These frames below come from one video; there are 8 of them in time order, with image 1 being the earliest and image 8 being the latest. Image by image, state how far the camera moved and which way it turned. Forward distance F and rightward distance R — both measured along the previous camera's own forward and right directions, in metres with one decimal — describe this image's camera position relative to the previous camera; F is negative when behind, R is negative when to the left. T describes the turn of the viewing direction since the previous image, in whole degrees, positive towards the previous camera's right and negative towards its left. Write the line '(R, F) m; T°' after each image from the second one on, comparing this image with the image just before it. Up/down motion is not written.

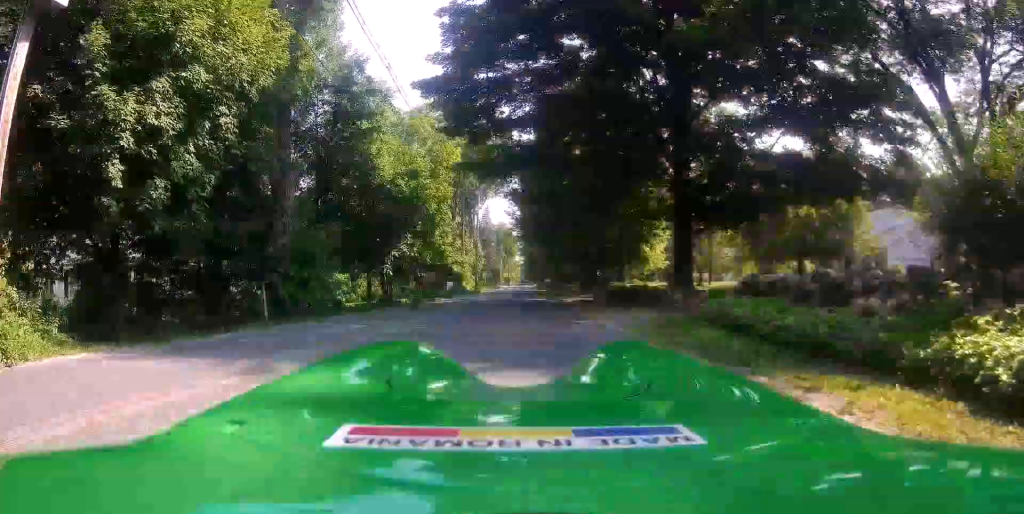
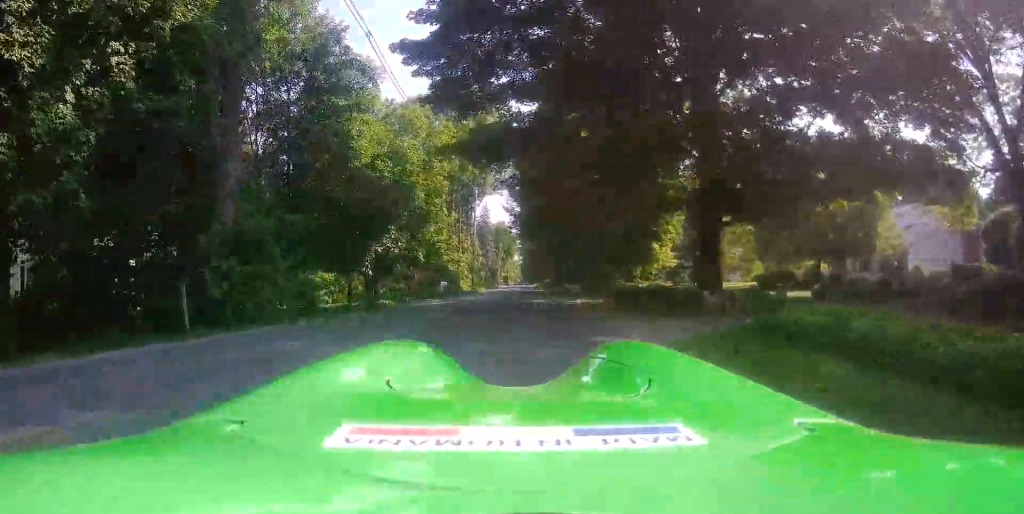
(-0.1, +4.0) m; +1°
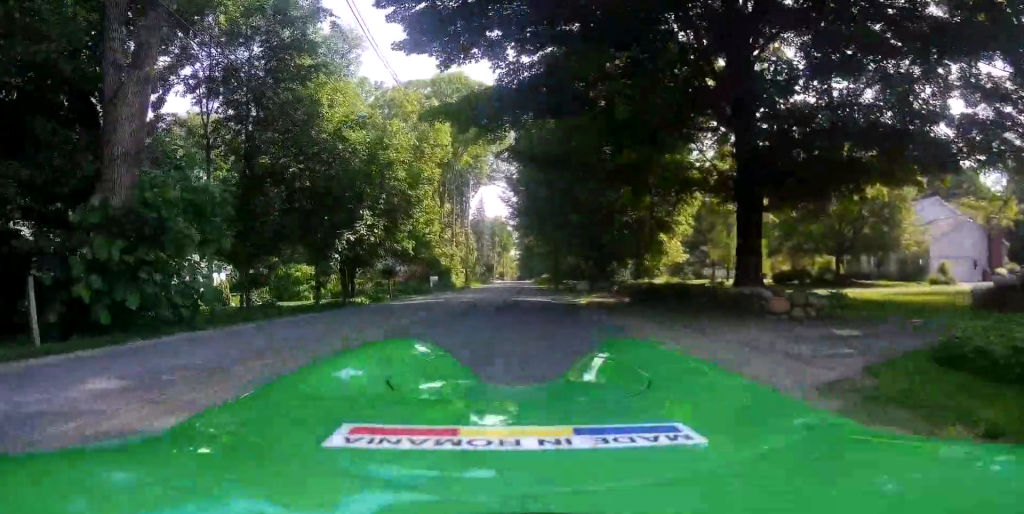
(+0.1, +4.2) m; +7°
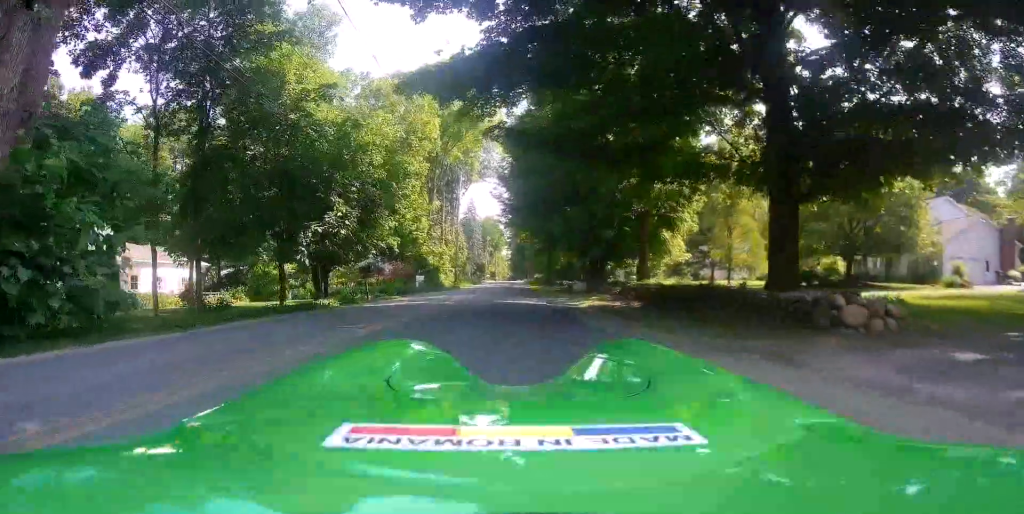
(+0.4, +3.2) m; +2°
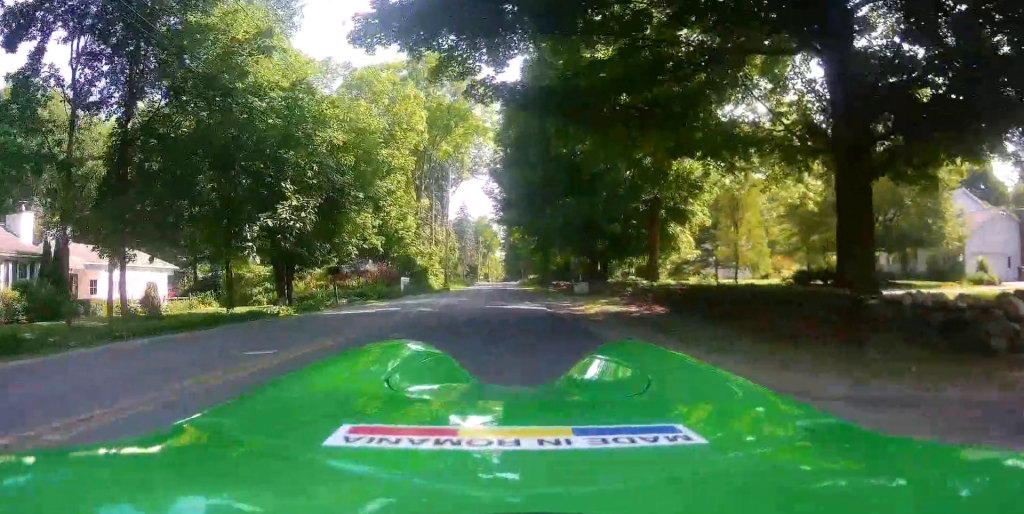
(-0.1, +4.1) m; -4°
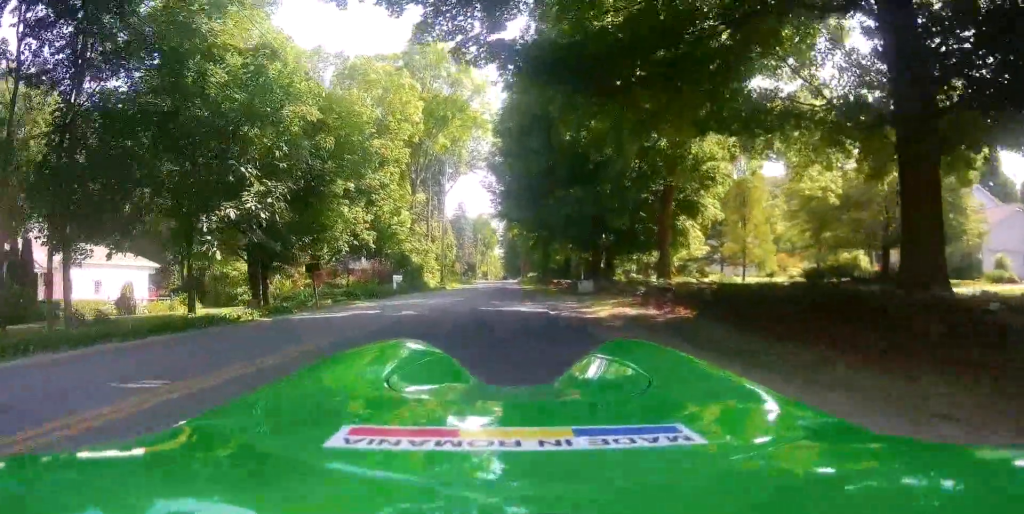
(0.0, +2.5) m; -2°
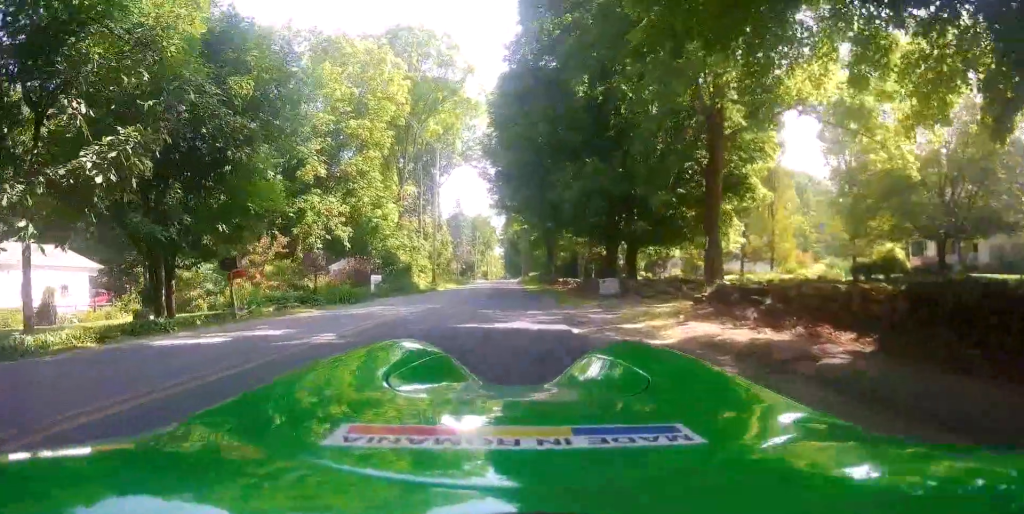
(+0.1, +6.8) m; +4°
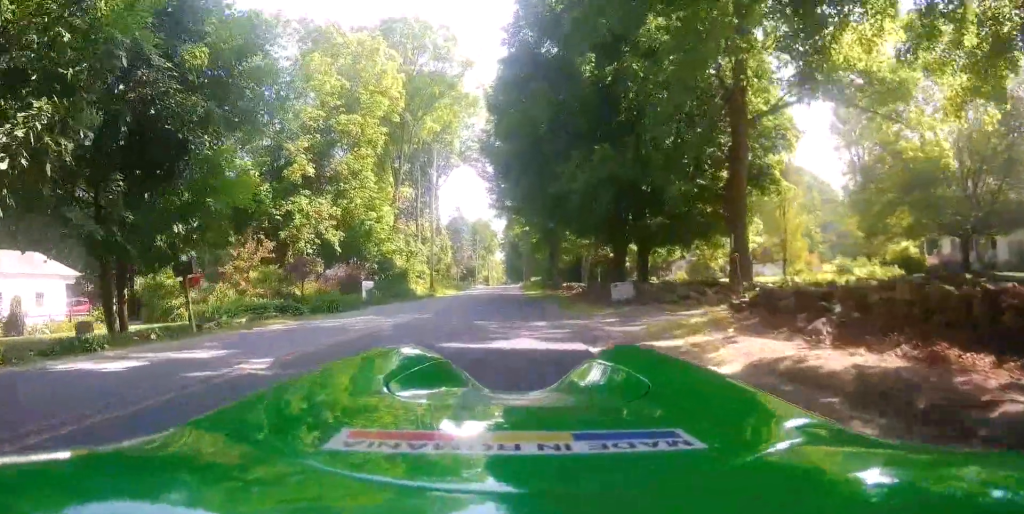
(+0.2, +2.3) m; +2°
